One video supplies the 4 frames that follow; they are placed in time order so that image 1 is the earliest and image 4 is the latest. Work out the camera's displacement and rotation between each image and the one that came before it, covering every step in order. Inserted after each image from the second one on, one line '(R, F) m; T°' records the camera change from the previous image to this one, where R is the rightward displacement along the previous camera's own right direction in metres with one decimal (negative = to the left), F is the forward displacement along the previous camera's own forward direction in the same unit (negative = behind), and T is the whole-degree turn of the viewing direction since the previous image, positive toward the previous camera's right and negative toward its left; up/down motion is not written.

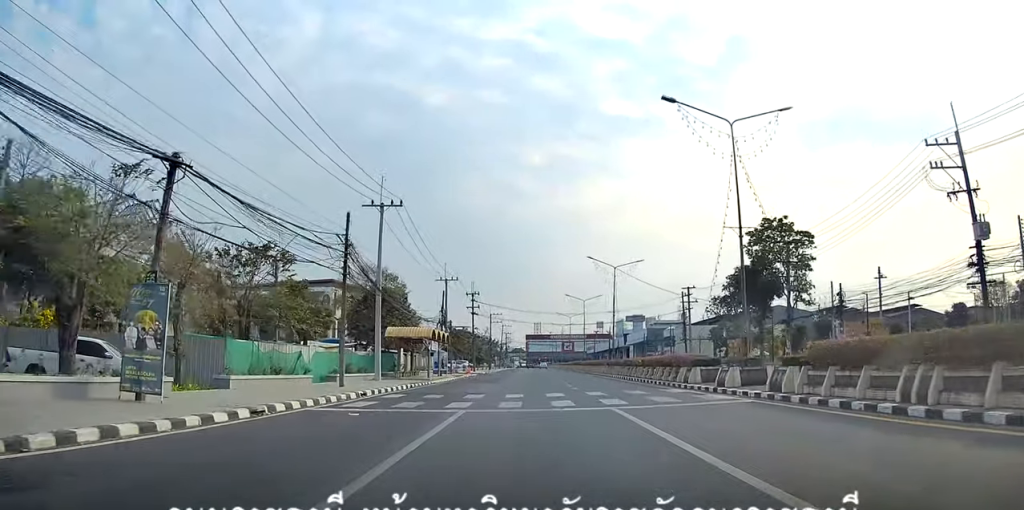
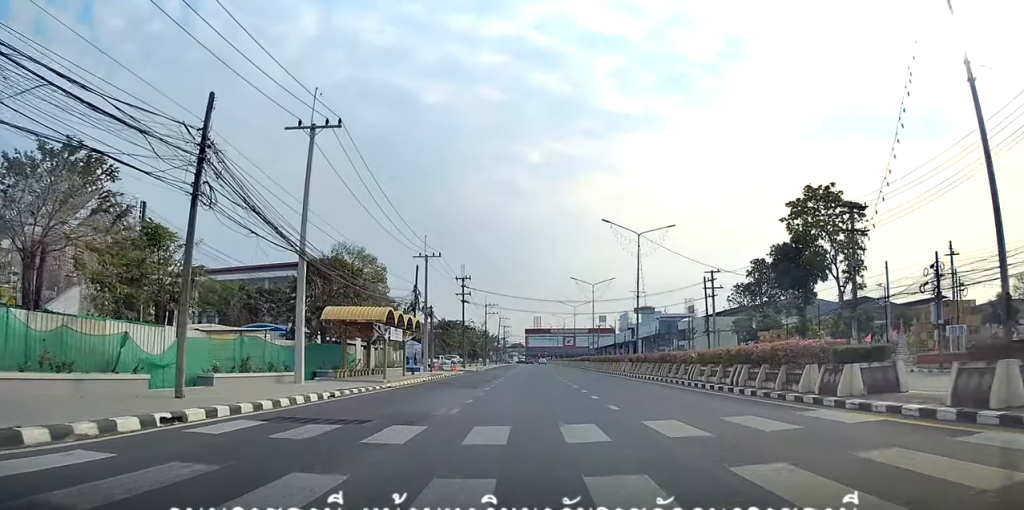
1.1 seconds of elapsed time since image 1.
(+0.1, +13.0) m; +1°
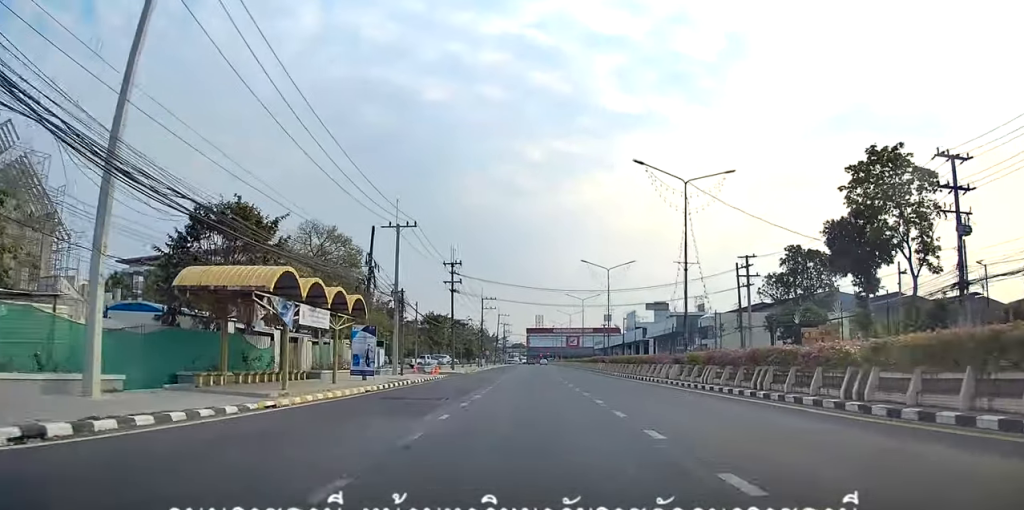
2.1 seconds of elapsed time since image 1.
(0.0, +12.5) m; 0°
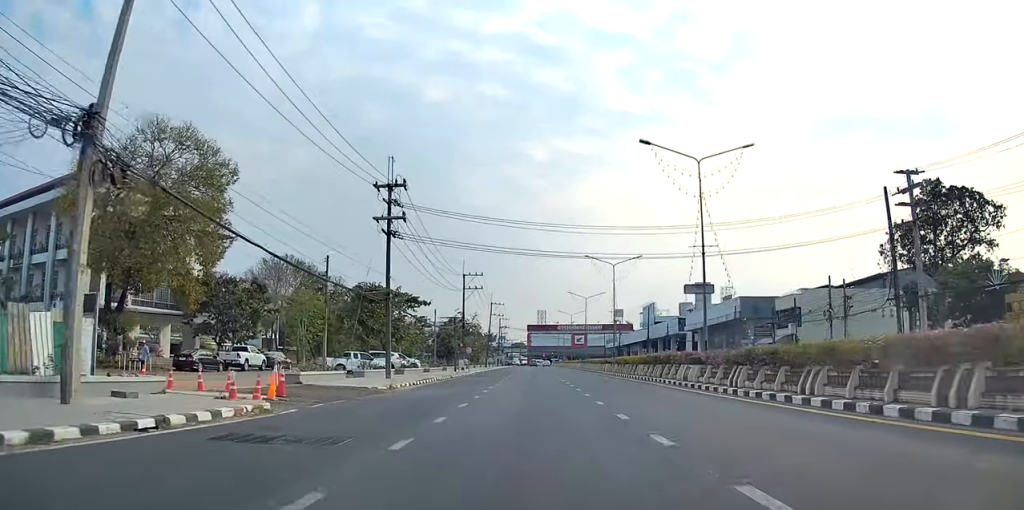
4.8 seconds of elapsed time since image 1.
(0.0, +31.9) m; 0°
